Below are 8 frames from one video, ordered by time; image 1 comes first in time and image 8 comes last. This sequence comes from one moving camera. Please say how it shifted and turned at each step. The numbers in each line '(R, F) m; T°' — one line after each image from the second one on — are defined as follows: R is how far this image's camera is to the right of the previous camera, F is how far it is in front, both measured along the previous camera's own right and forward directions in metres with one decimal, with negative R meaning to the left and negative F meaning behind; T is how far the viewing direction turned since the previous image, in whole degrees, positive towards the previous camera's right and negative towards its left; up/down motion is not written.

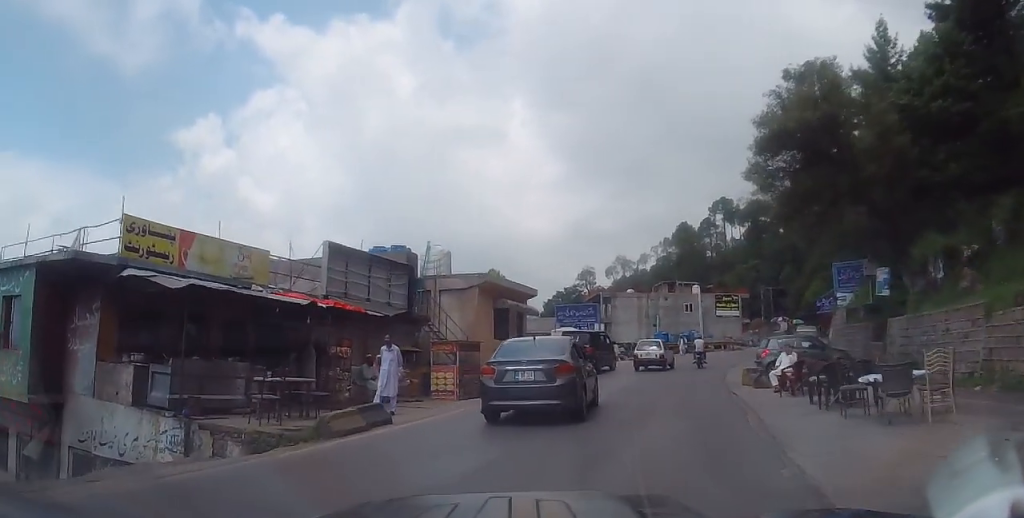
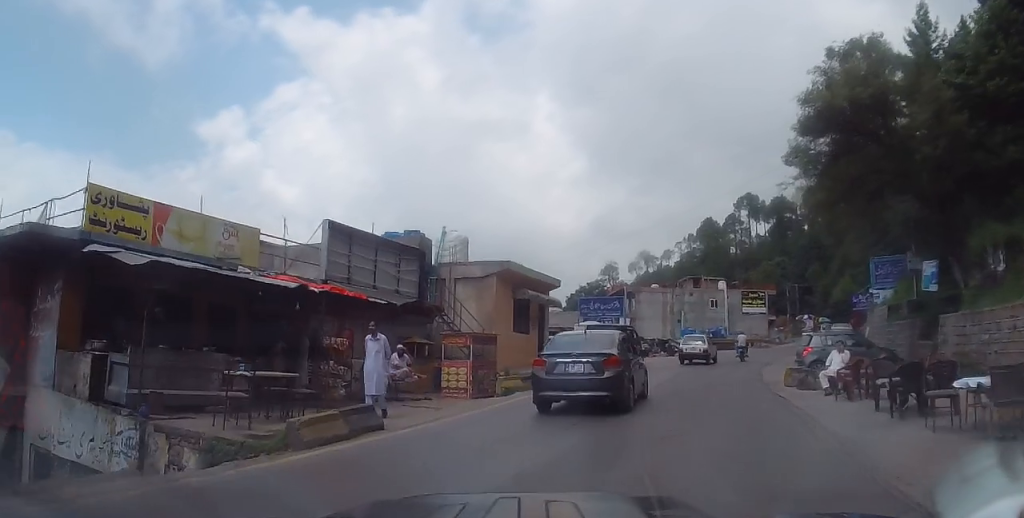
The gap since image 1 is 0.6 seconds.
(-0.1, +1.7) m; +5°
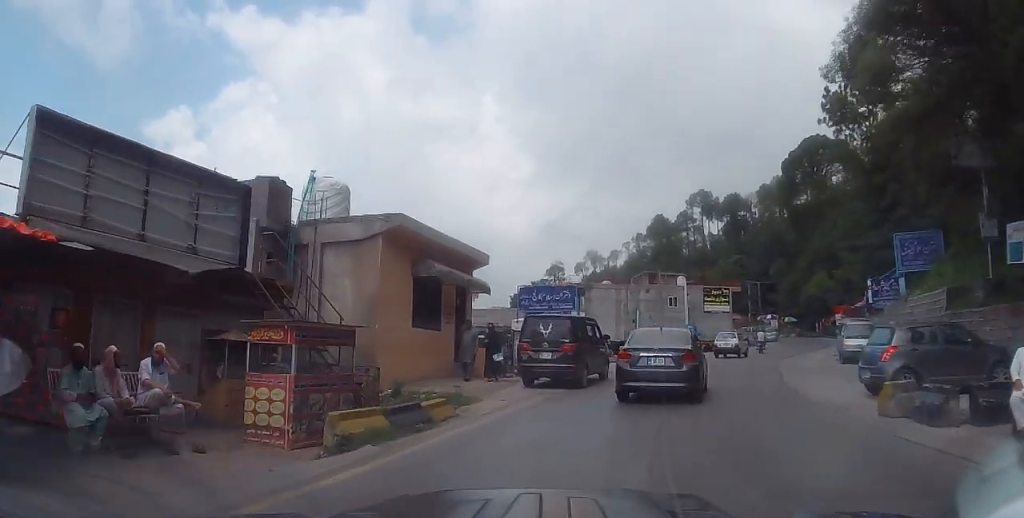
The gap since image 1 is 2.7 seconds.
(-0.2, +8.4) m; 0°
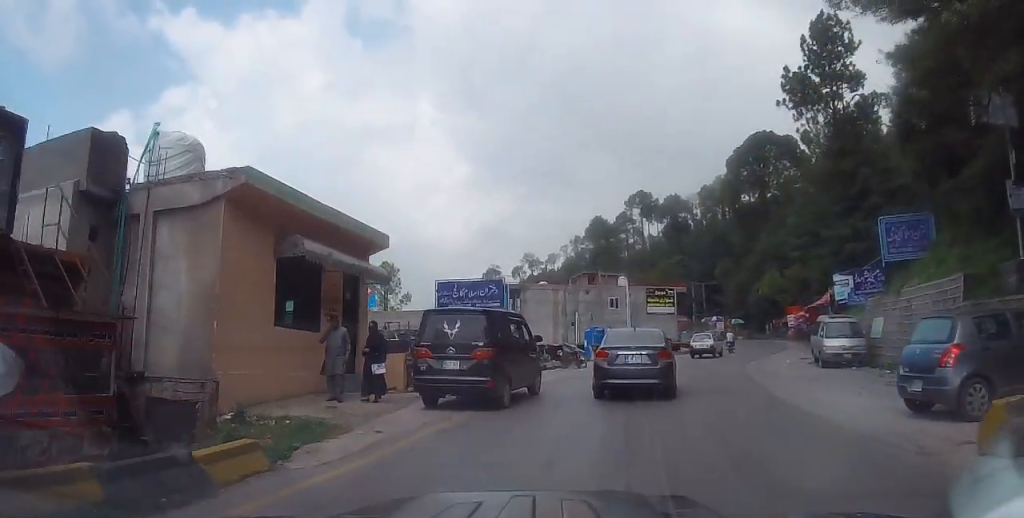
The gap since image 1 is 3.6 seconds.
(+0.3, +4.4) m; +11°
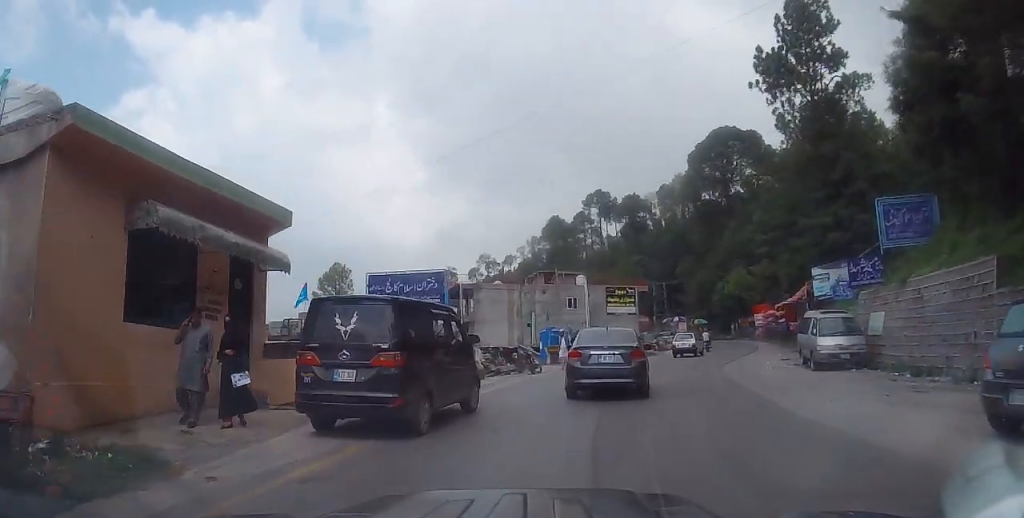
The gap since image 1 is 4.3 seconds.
(+0.4, +3.5) m; +1°
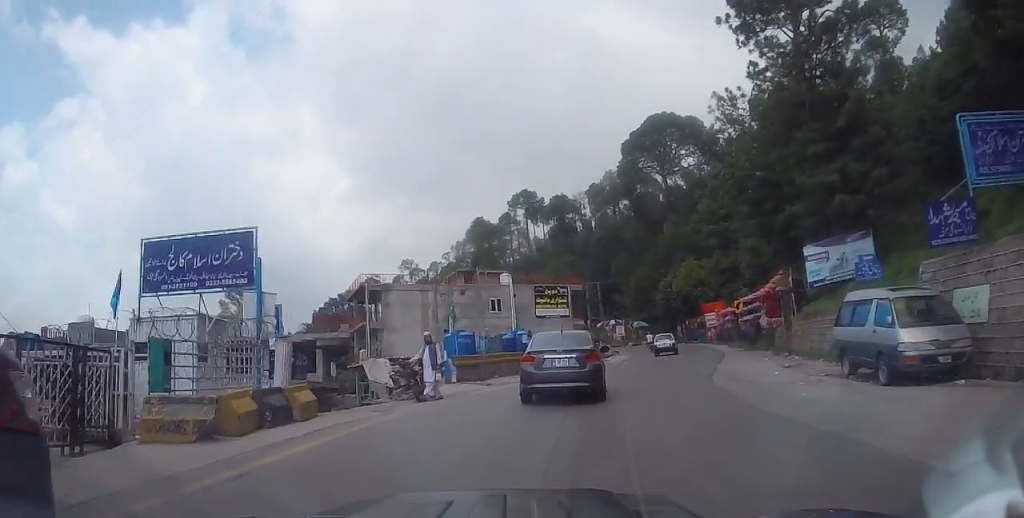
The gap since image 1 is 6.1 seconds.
(-0.1, +9.0) m; +3°
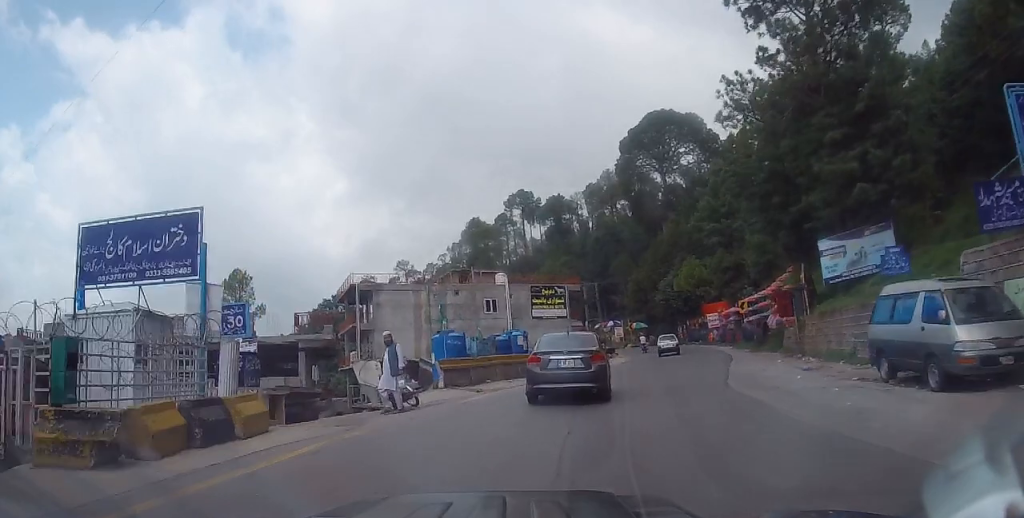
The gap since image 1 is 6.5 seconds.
(+0.2, +1.9) m; +2°
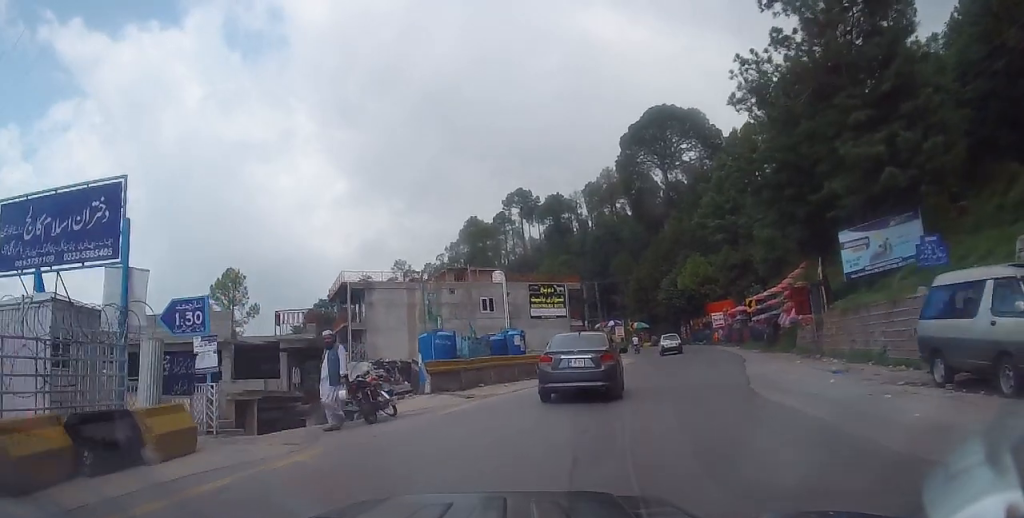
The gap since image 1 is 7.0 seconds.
(-0.1, +2.0) m; 0°
